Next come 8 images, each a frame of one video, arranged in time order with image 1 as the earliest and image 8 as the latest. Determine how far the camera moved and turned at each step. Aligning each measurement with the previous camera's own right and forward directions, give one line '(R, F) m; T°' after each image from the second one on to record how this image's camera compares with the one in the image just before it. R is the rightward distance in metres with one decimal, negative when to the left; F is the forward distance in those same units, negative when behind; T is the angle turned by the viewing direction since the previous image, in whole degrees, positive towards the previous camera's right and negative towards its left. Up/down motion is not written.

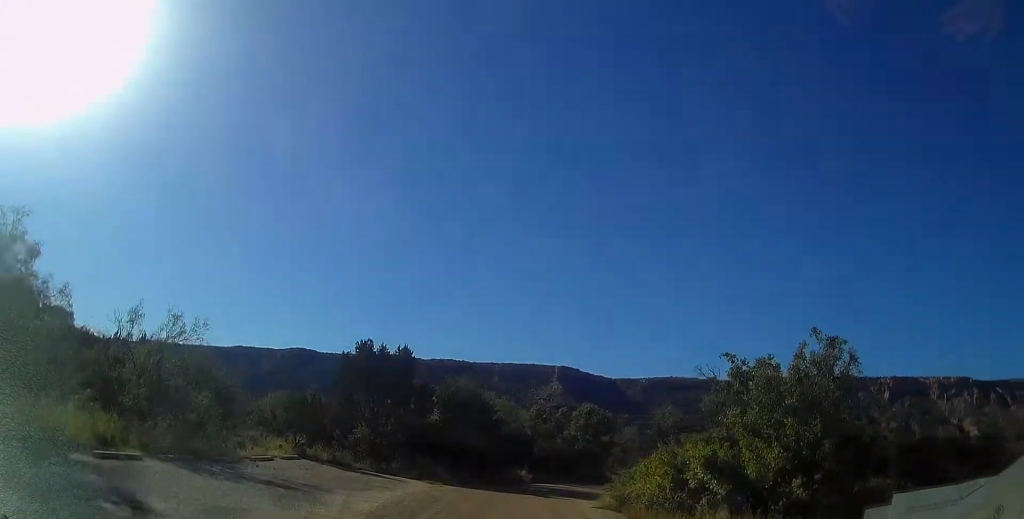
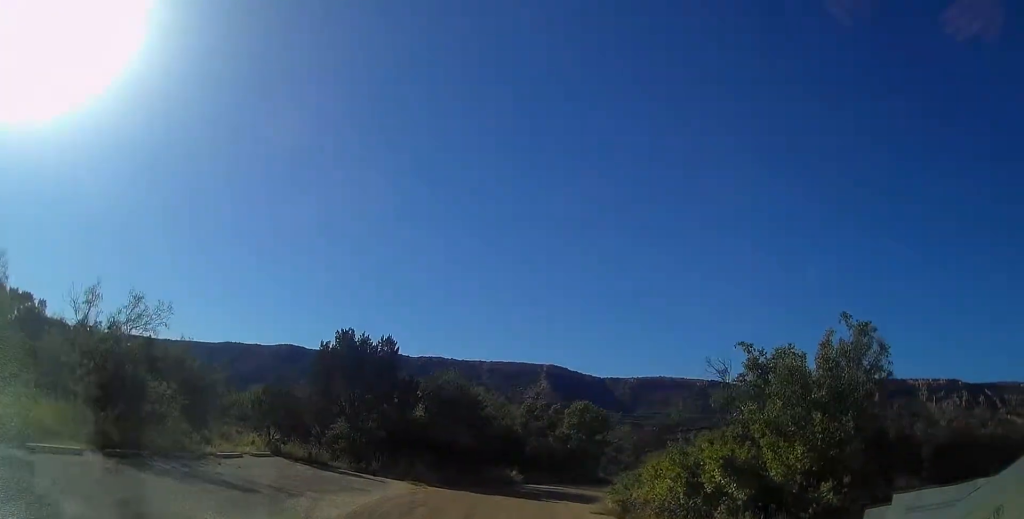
(+0.2, +2.1) m; -2°
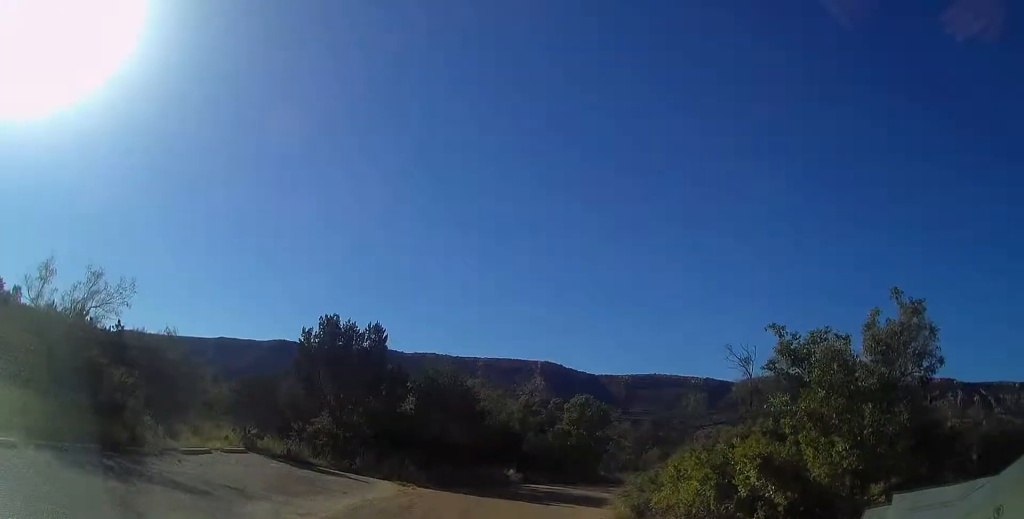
(-0.4, +2.4) m; -6°
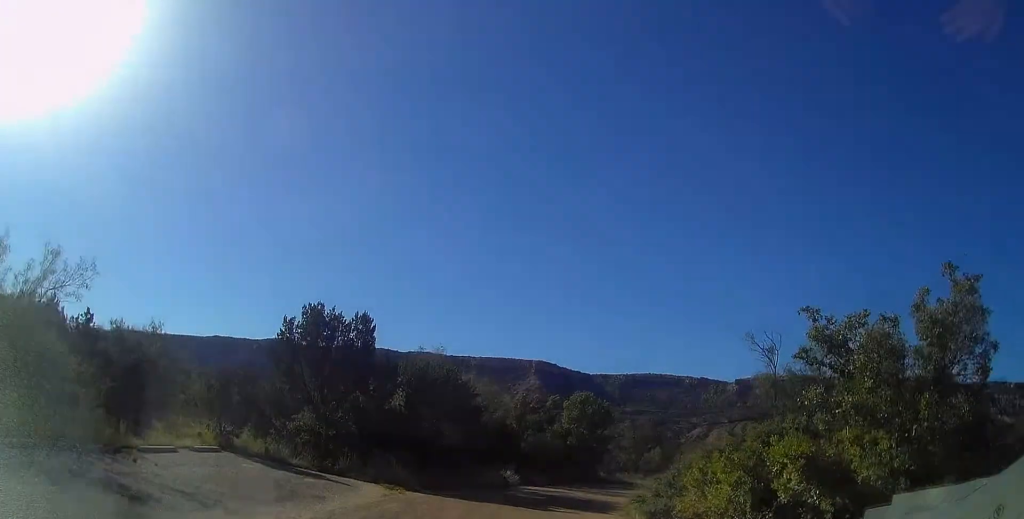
(-0.1, +2.2) m; -3°
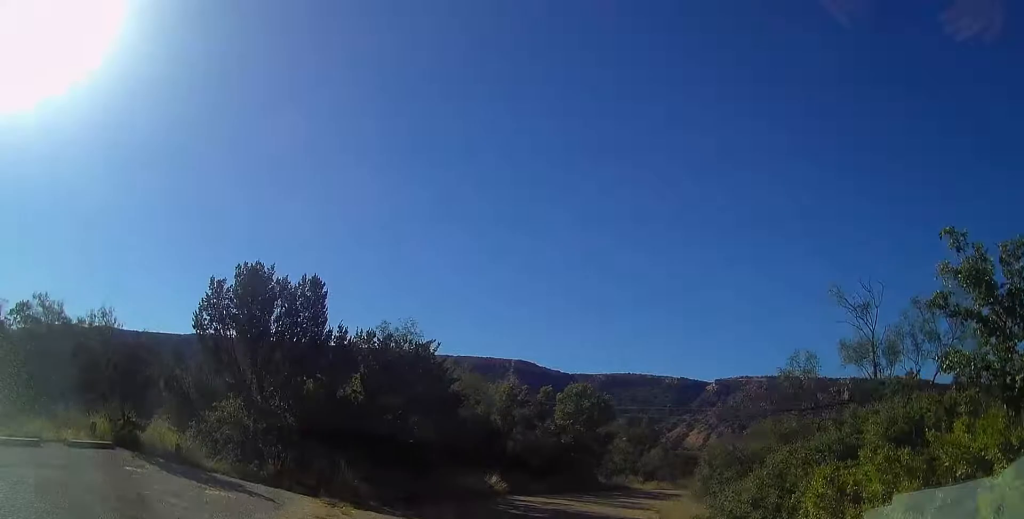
(0.0, +5.6) m; +6°
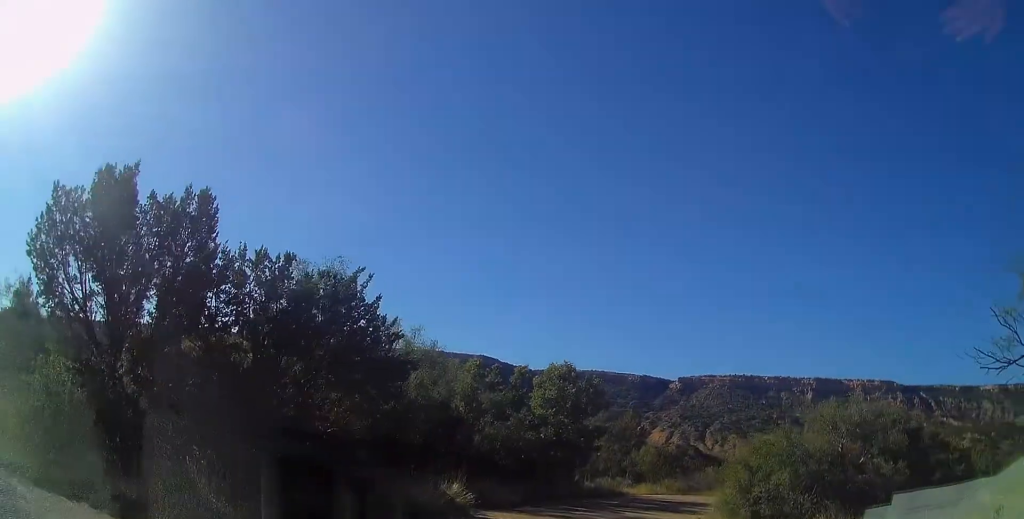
(+0.8, +6.4) m; +4°
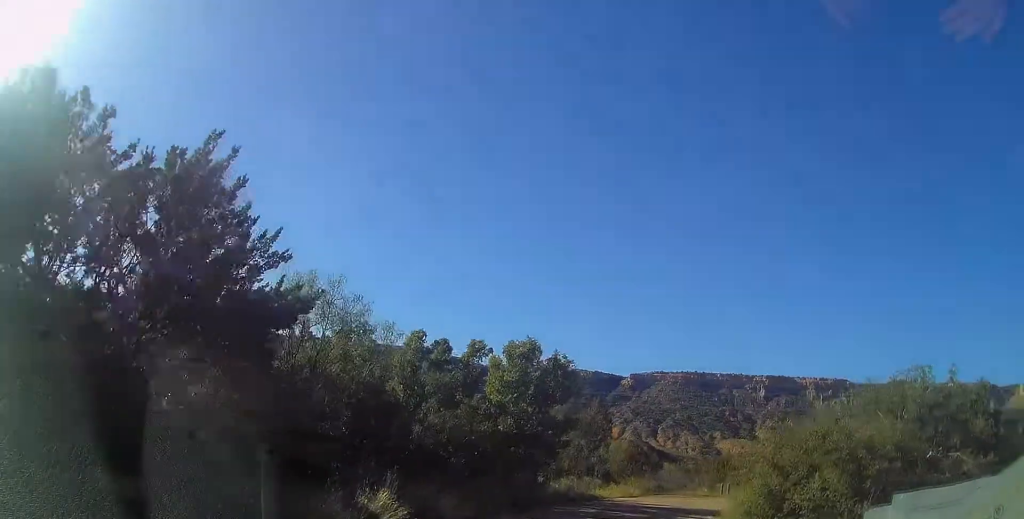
(-0.5, +4.7) m; +2°
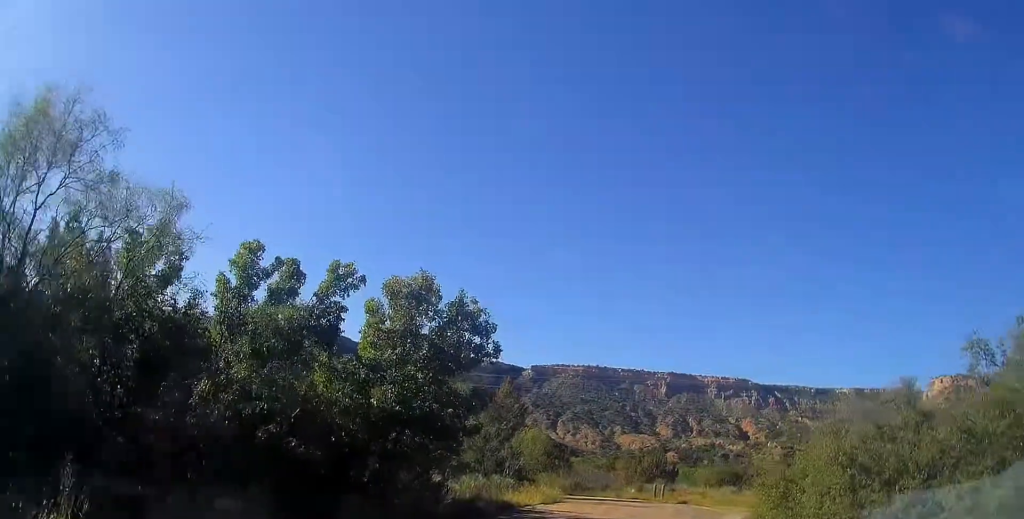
(+0.9, +6.9) m; +16°
